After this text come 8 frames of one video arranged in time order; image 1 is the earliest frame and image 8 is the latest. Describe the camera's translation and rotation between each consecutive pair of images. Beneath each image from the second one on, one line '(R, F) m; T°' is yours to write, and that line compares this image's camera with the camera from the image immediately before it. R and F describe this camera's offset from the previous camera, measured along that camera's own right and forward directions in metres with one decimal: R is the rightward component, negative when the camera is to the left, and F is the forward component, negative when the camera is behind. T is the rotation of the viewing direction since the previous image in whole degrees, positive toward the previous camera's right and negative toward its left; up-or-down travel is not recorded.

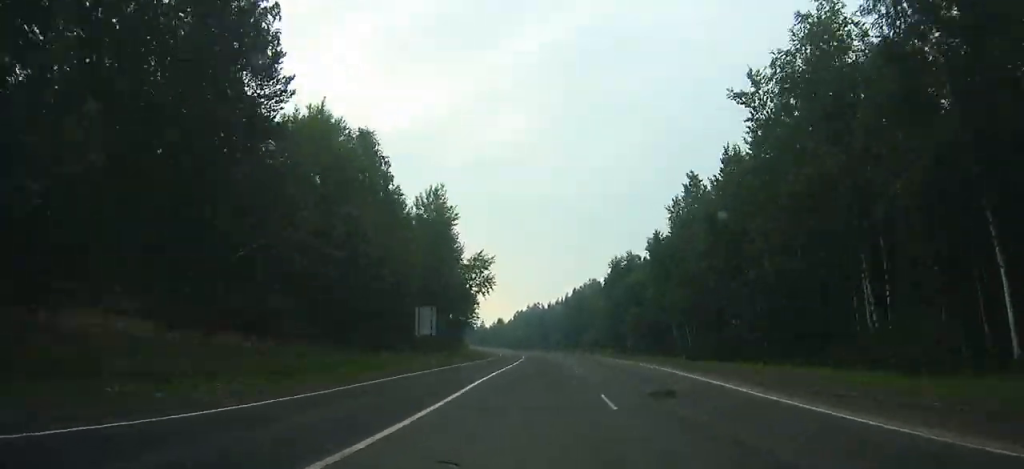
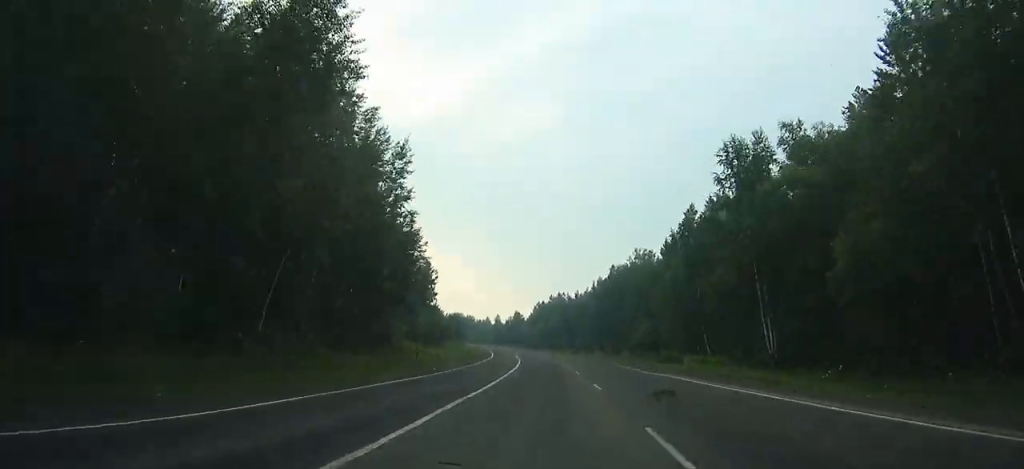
(-0.5, +52.7) m; -2°
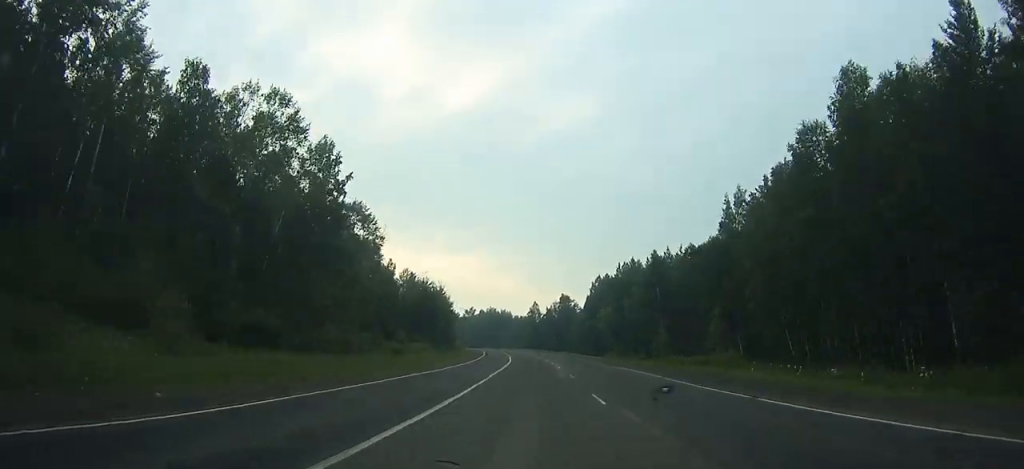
(-4.1, +96.3) m; -5°
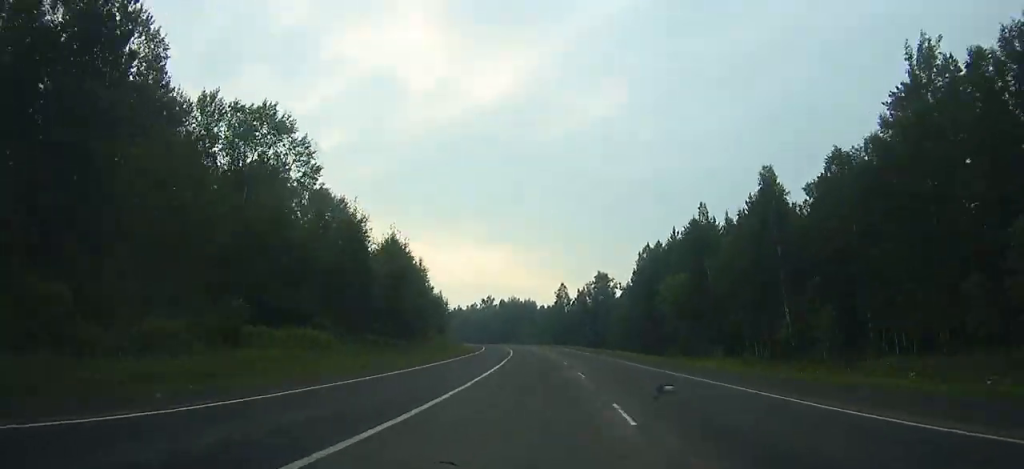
(-0.9, +39.3) m; -3°
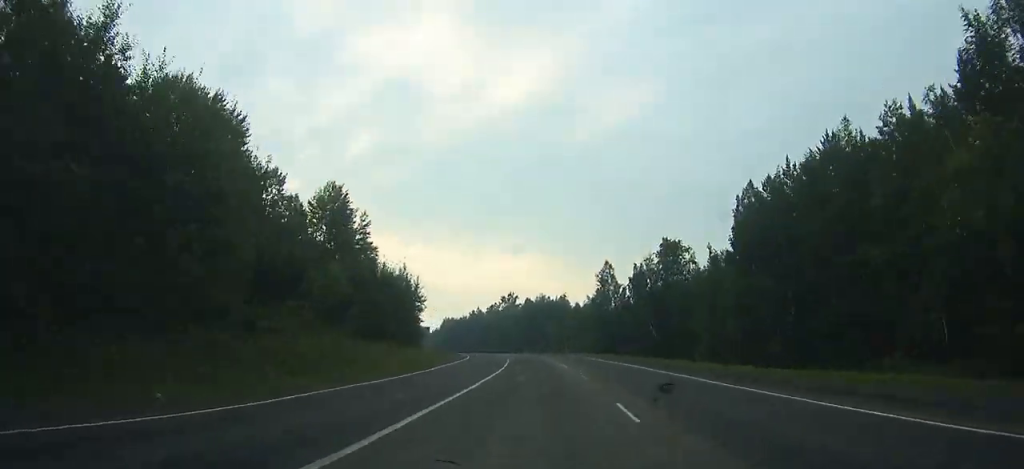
(-0.6, +46.5) m; -4°
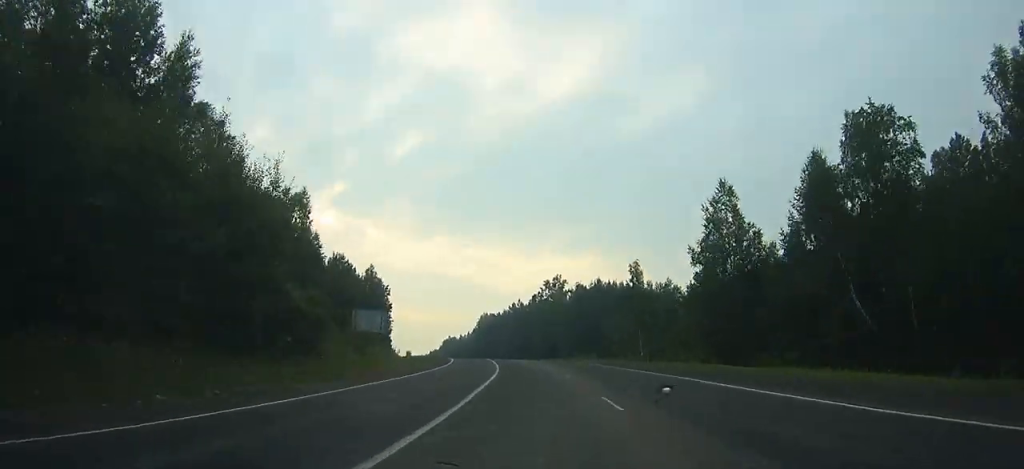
(-1.8, +43.7) m; -5°
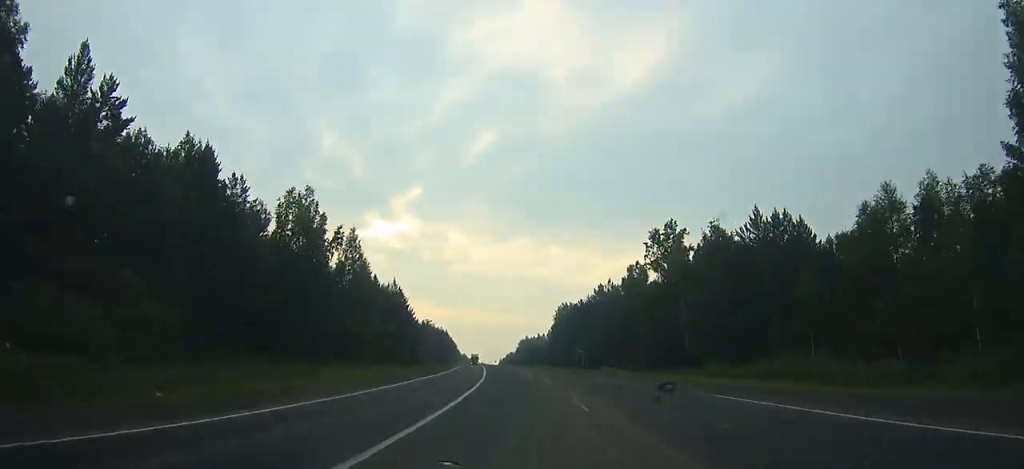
(-4.5, +59.1) m; -8°
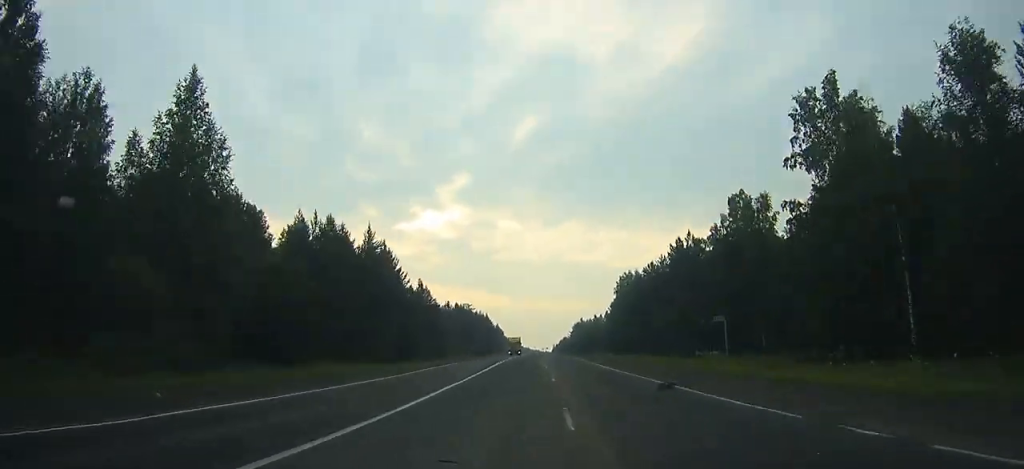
(-2.0, +39.3) m; -4°
